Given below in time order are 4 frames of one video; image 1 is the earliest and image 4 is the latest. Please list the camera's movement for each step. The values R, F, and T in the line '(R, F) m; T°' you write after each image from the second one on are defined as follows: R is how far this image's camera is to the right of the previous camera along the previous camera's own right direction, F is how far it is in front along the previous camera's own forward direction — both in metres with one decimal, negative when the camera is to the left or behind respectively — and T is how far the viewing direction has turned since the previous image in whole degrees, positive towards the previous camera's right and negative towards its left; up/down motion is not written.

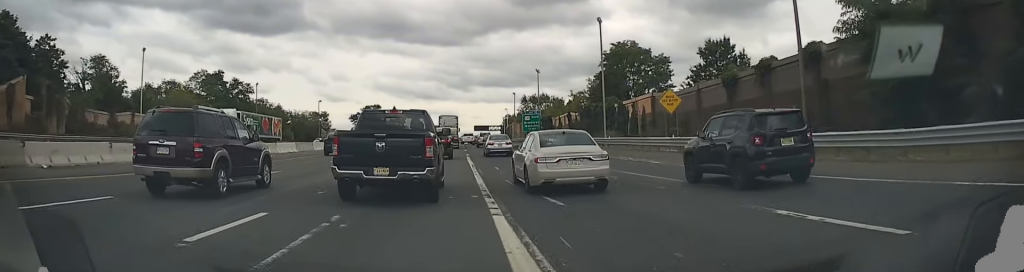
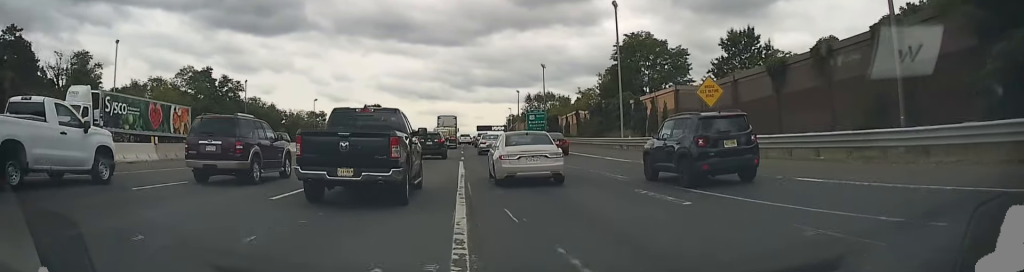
(+0.2, +7.5) m; 0°
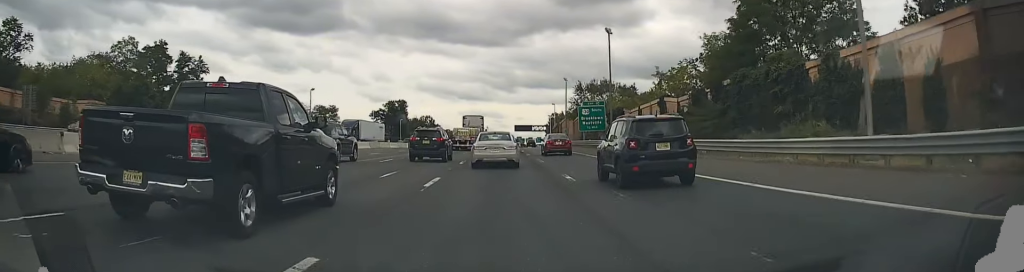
(-1.1, +32.8) m; -4°
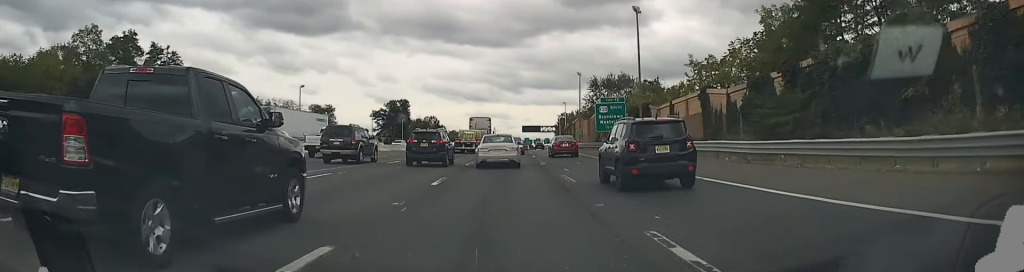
(-0.2, +11.6) m; 0°
